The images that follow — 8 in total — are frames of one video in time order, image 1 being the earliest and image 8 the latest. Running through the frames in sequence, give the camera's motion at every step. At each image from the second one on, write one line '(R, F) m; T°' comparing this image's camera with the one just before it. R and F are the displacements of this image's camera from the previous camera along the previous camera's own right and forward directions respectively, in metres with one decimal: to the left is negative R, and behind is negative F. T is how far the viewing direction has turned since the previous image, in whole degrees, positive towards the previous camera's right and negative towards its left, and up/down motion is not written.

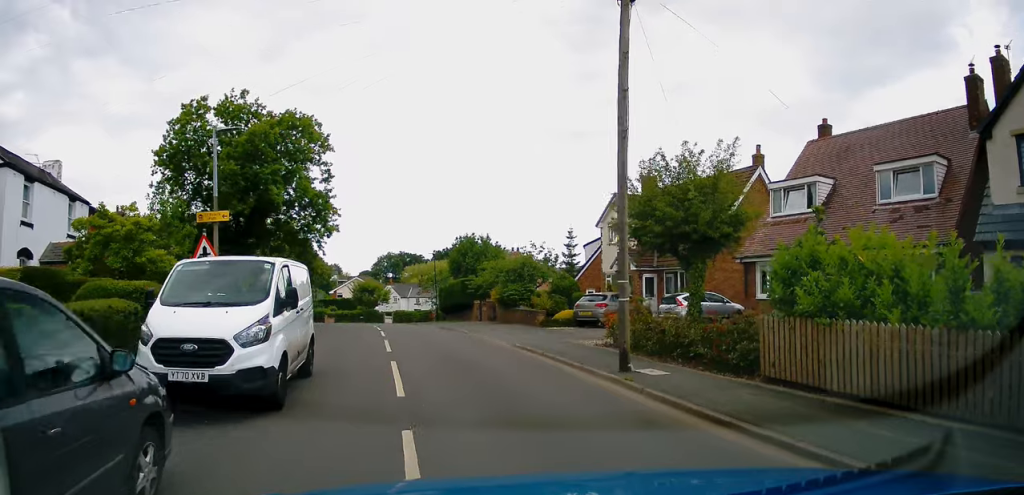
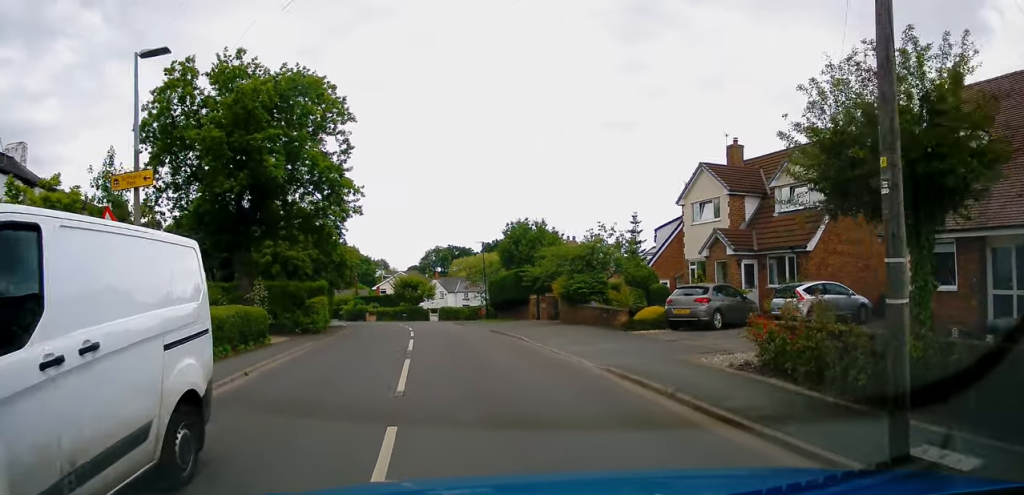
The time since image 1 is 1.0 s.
(+0.1, +6.4) m; -2°
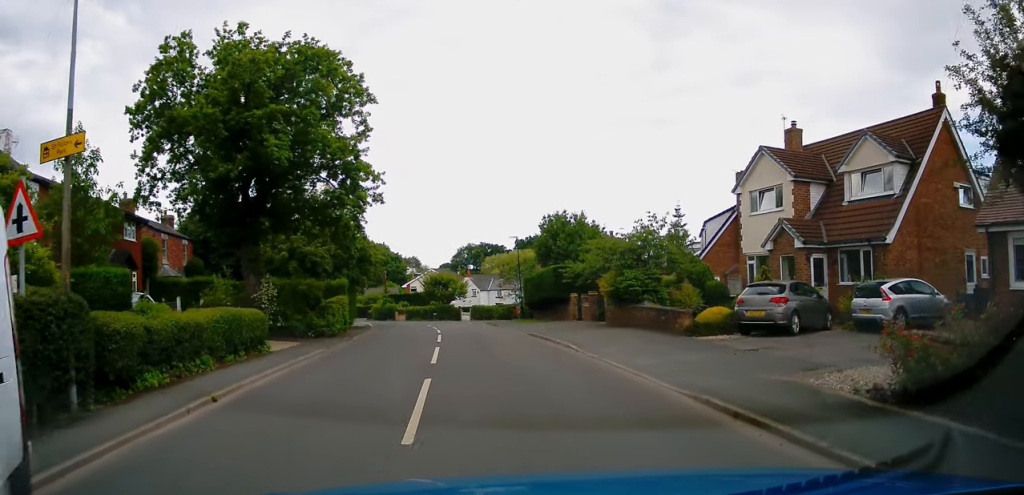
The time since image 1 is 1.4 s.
(-0.1, +3.0) m; -2°
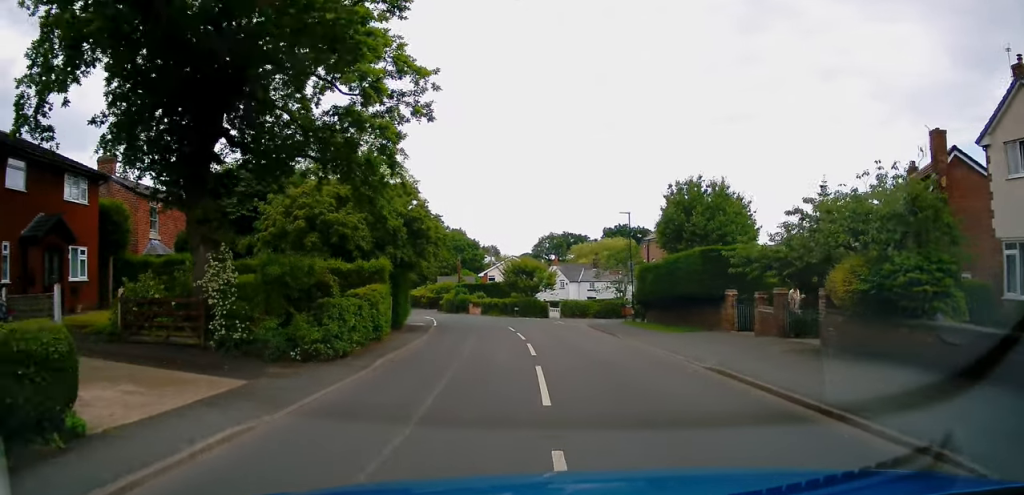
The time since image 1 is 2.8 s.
(-0.9, +10.9) m; -9°
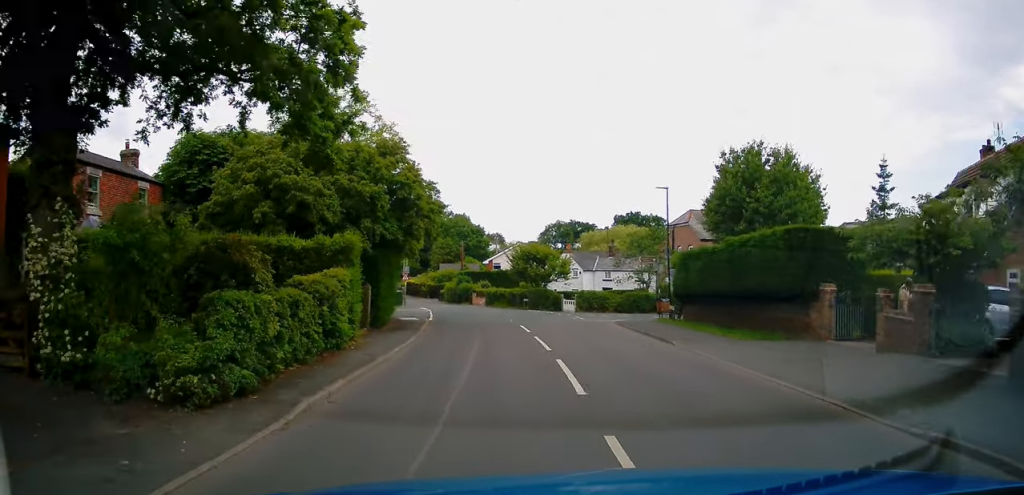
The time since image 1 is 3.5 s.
(-0.2, +5.8) m; 0°
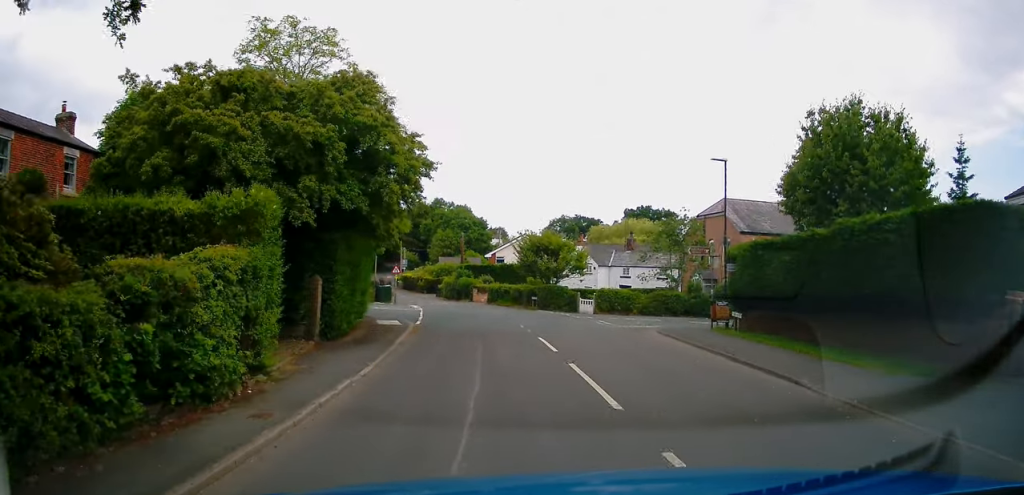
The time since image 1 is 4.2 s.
(-0.2, +6.7) m; +2°
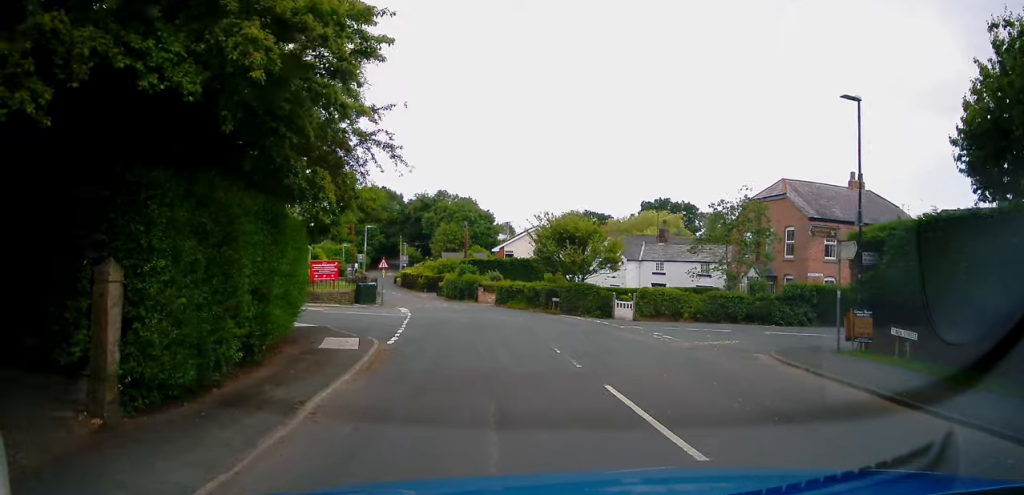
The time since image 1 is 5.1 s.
(+0.7, +8.2) m; -1°
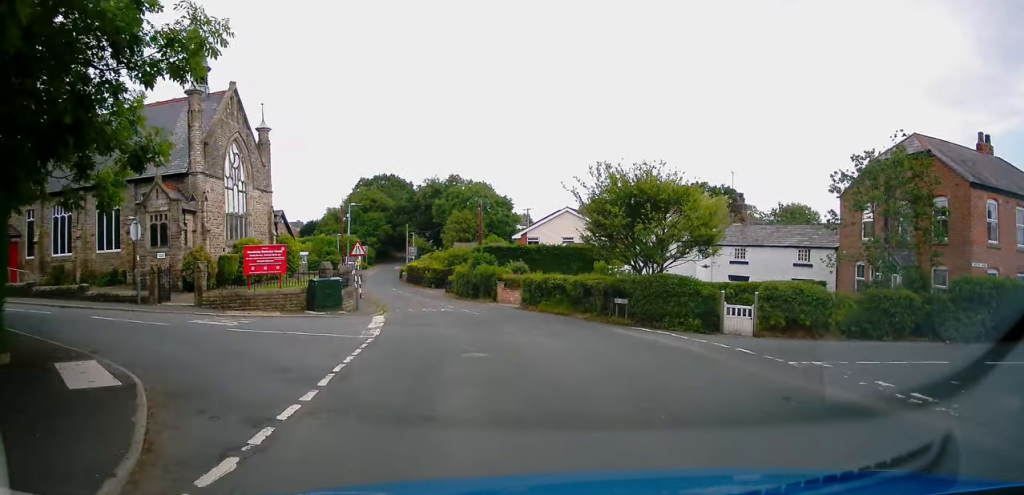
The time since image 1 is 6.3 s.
(-1.0, +11.5) m; -3°
